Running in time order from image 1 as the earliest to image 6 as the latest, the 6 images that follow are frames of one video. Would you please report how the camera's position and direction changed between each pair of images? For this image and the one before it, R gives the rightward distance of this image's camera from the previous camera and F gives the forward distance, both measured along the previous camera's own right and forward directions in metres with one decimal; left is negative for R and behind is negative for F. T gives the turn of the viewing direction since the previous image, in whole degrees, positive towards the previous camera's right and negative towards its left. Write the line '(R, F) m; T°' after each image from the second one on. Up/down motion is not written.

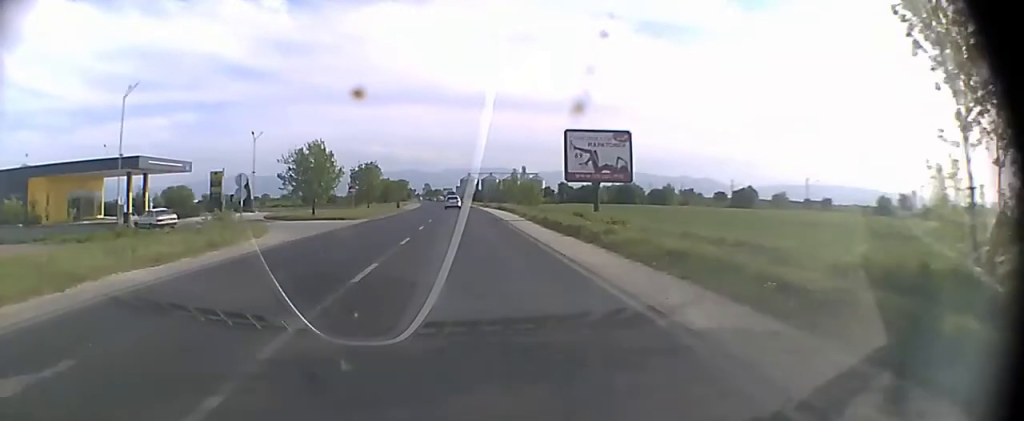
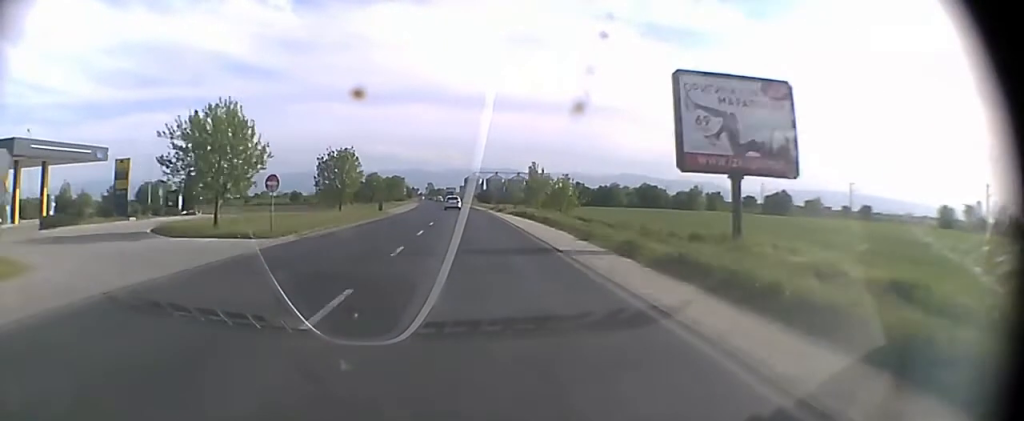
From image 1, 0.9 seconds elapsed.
(0.0, +21.6) m; 0°
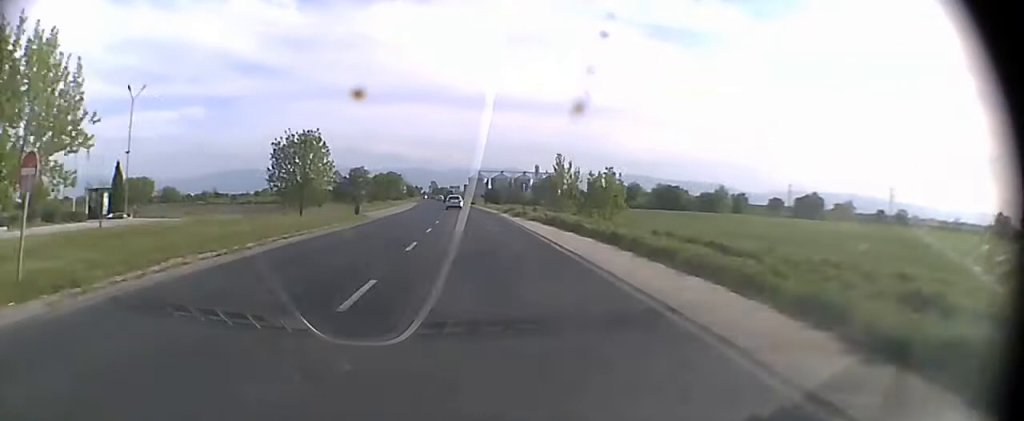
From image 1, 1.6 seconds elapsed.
(0.0, +16.7) m; 0°
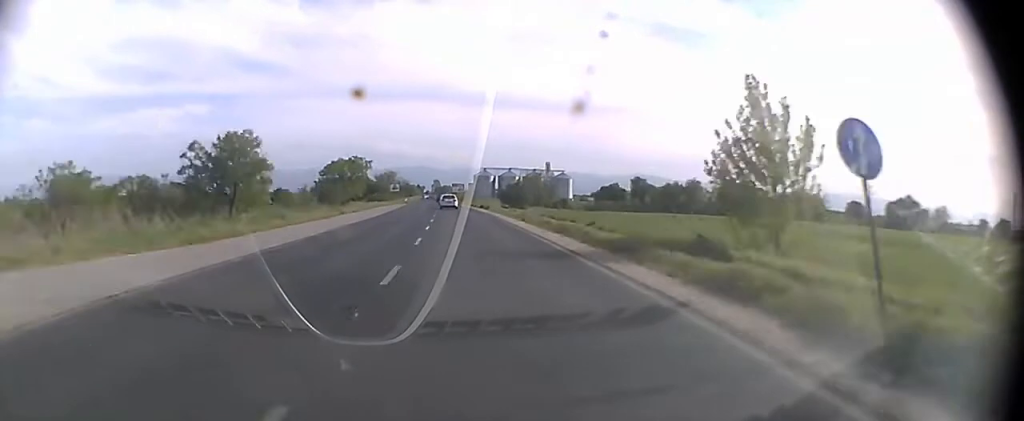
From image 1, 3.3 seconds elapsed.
(-0.3, +39.9) m; -1°
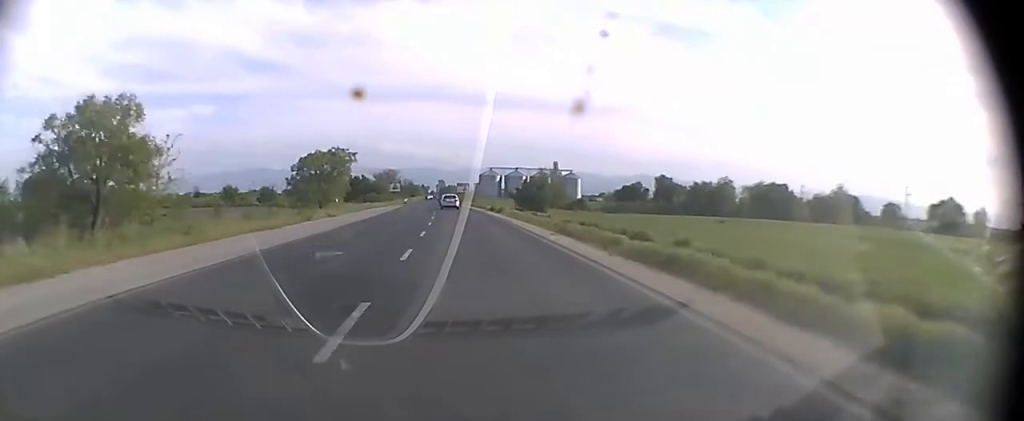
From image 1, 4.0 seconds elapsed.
(0.0, +16.2) m; 0°
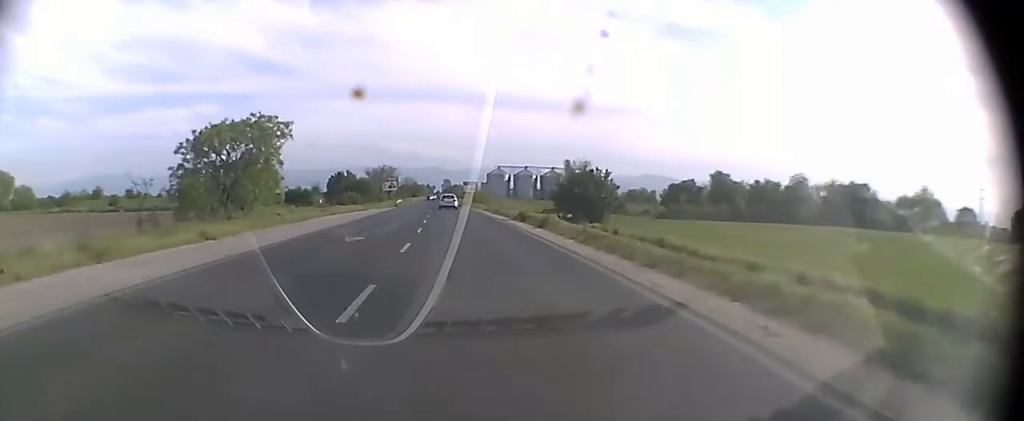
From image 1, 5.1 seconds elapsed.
(0.0, +25.2) m; 0°
